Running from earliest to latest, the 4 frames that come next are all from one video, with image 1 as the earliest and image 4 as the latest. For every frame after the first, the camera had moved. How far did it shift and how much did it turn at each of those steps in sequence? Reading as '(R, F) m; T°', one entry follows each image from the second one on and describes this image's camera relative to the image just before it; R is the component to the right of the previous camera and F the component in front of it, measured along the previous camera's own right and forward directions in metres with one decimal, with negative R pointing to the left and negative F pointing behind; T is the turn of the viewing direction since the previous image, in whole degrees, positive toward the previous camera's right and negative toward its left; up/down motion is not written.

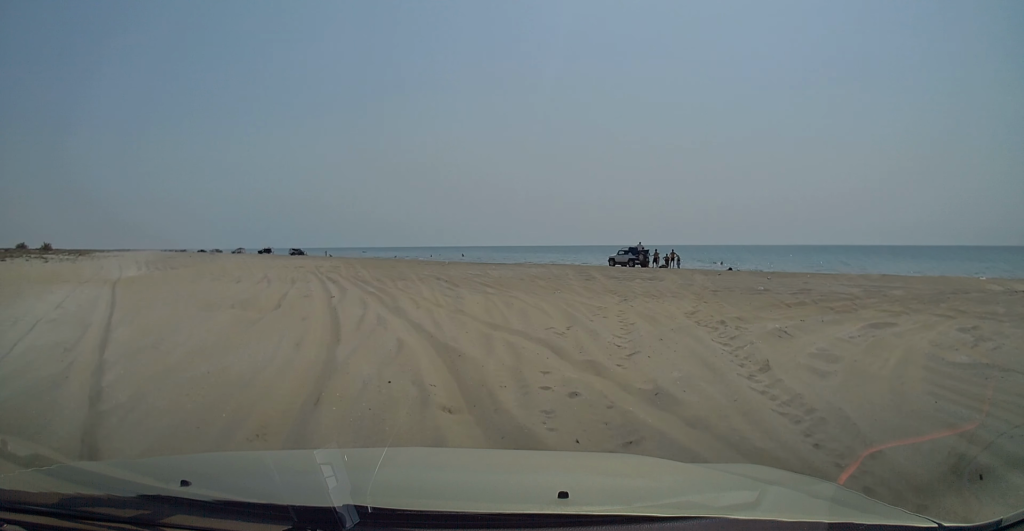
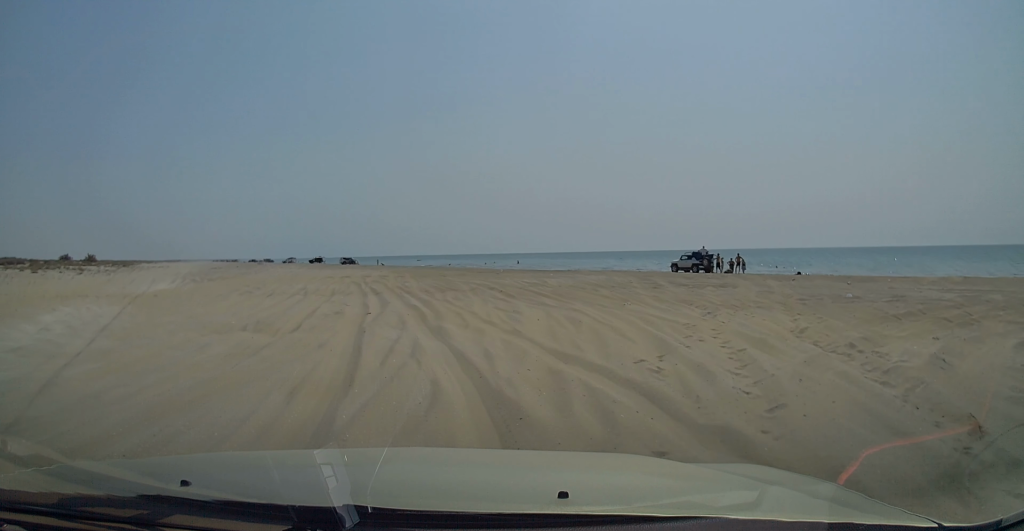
(+0.1, +3.1) m; -1°
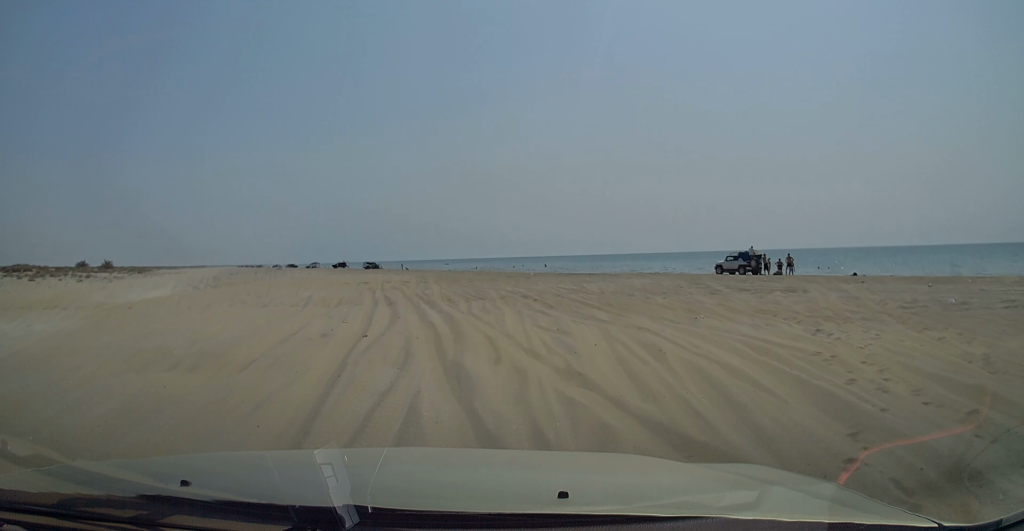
(-0.2, +4.9) m; -3°
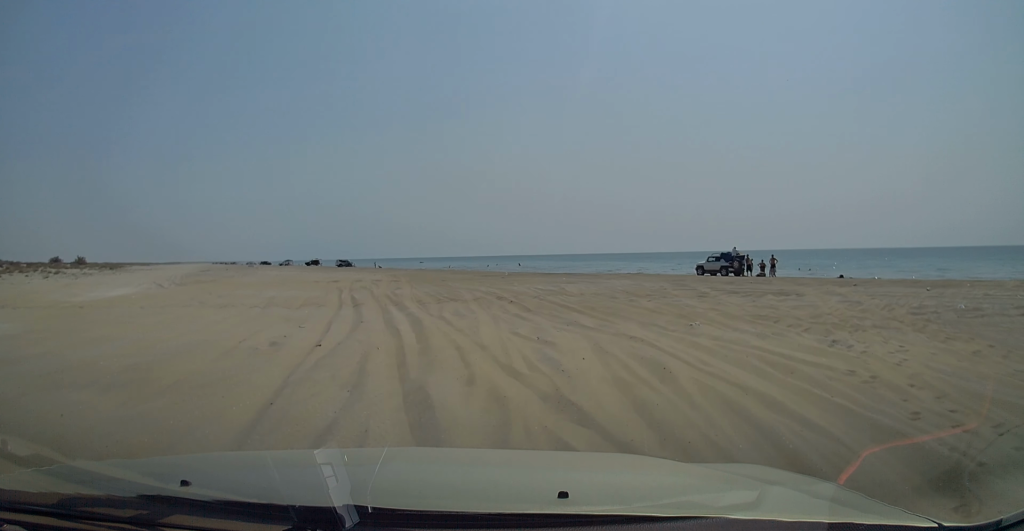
(0.0, +1.8) m; 0°
